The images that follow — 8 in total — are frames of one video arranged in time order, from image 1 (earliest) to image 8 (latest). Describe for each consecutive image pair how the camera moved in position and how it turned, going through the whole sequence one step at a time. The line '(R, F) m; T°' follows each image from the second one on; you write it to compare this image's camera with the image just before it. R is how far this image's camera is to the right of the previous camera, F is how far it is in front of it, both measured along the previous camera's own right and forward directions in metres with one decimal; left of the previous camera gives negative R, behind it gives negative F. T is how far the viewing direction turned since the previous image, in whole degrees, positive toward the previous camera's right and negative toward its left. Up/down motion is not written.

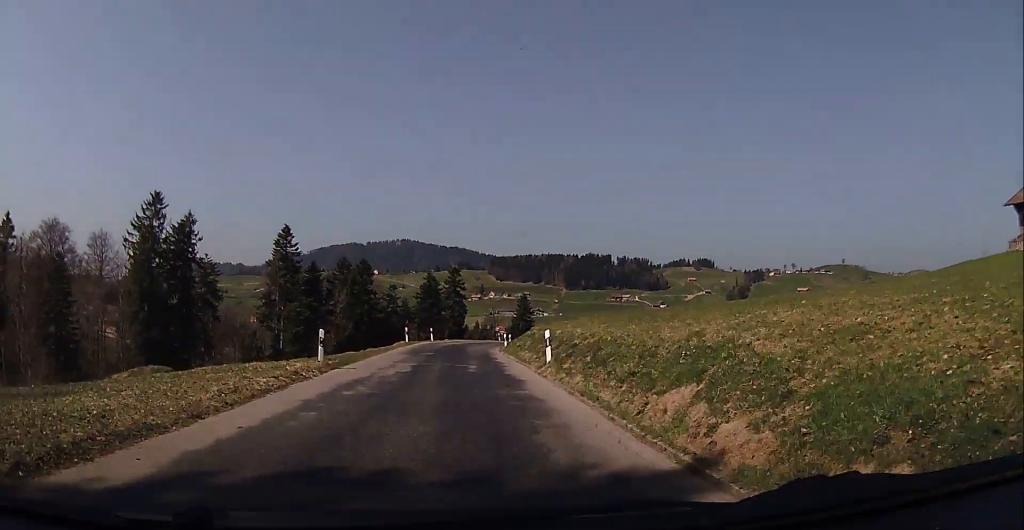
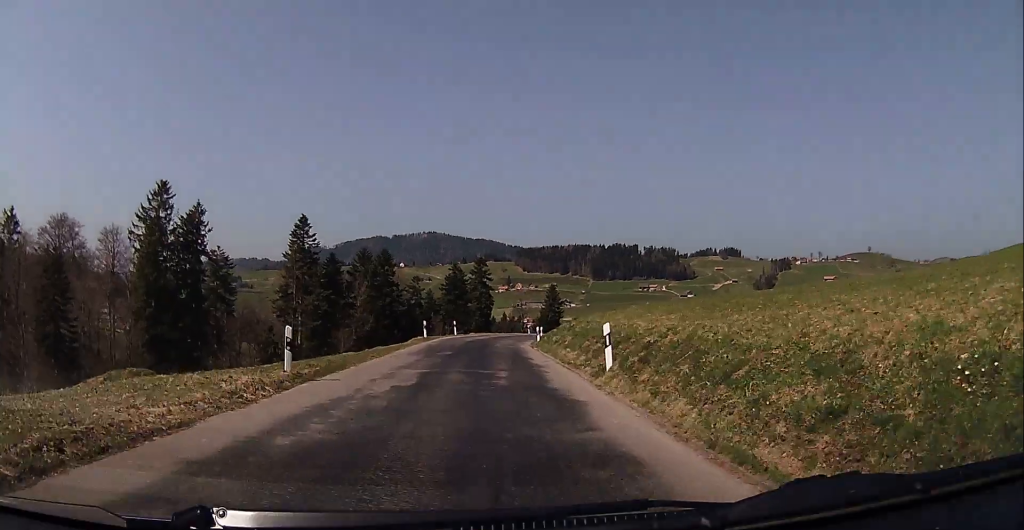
(-0.1, +5.7) m; -3°
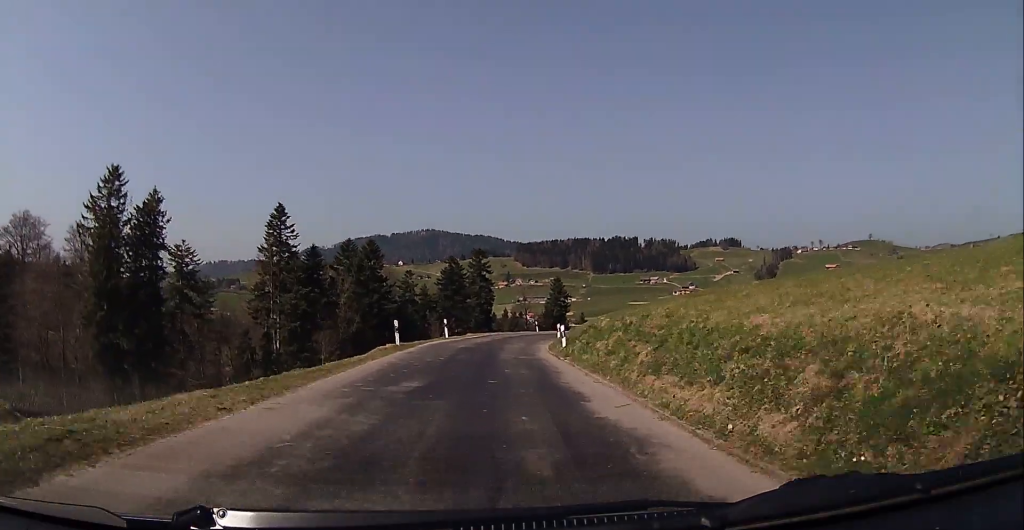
(-0.6, +12.6) m; -5°
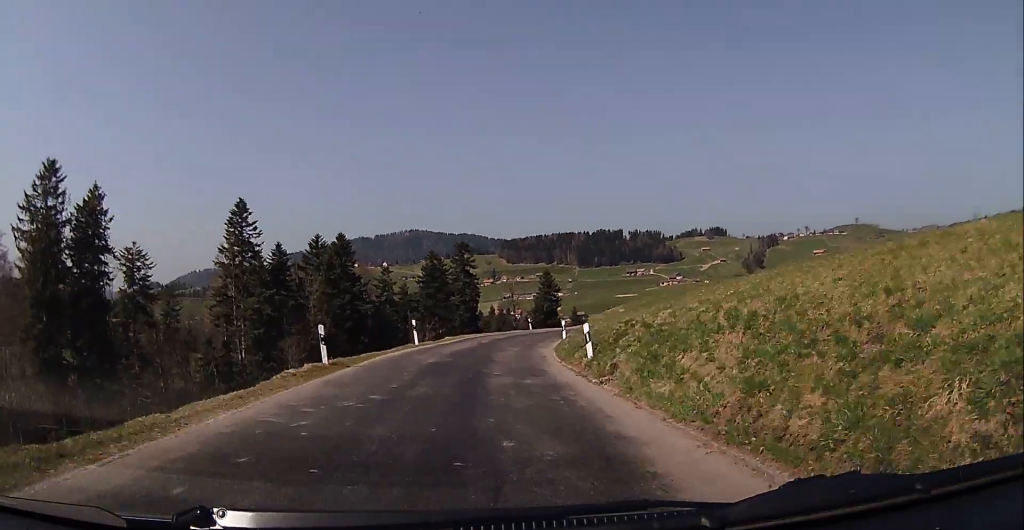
(-0.3, +9.8) m; -3°
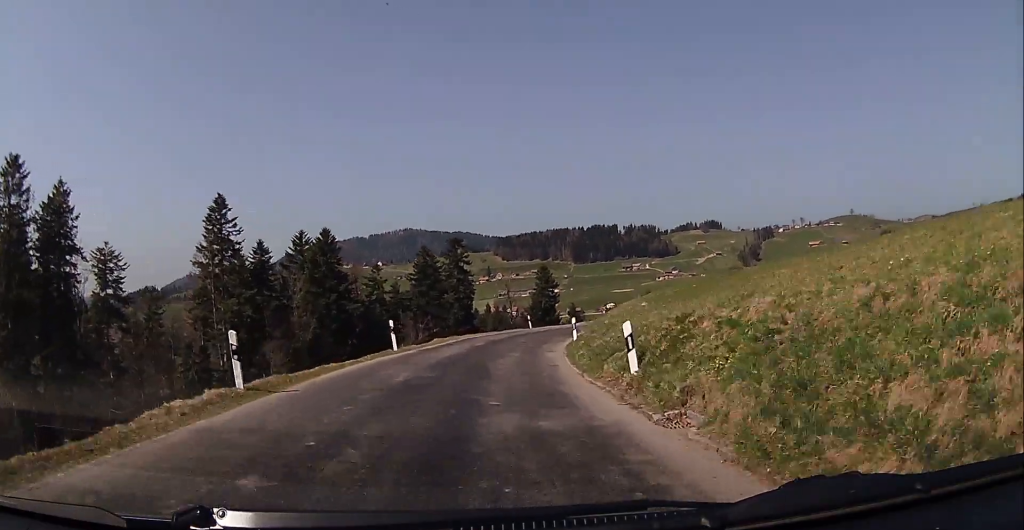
(-0.1, +5.4) m; -1°
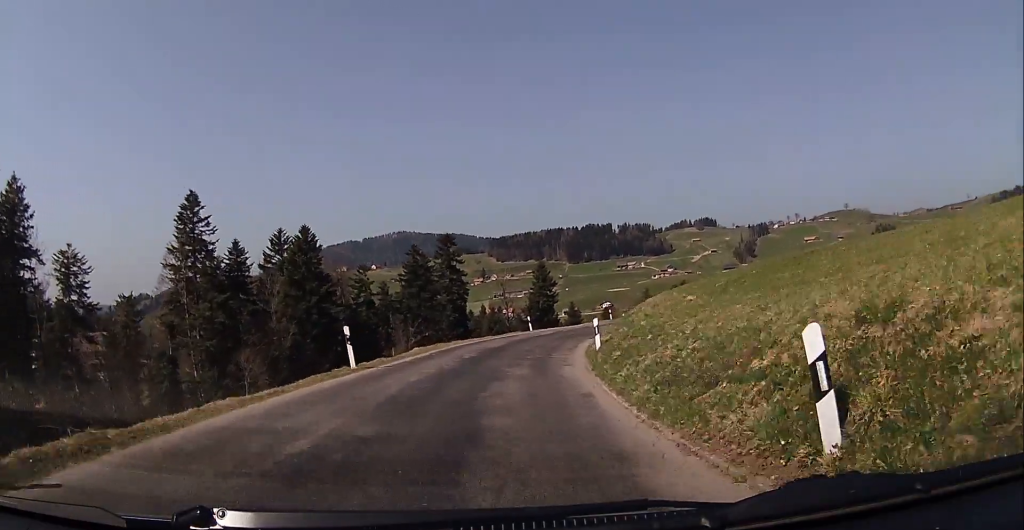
(-0.1, +6.4) m; -1°
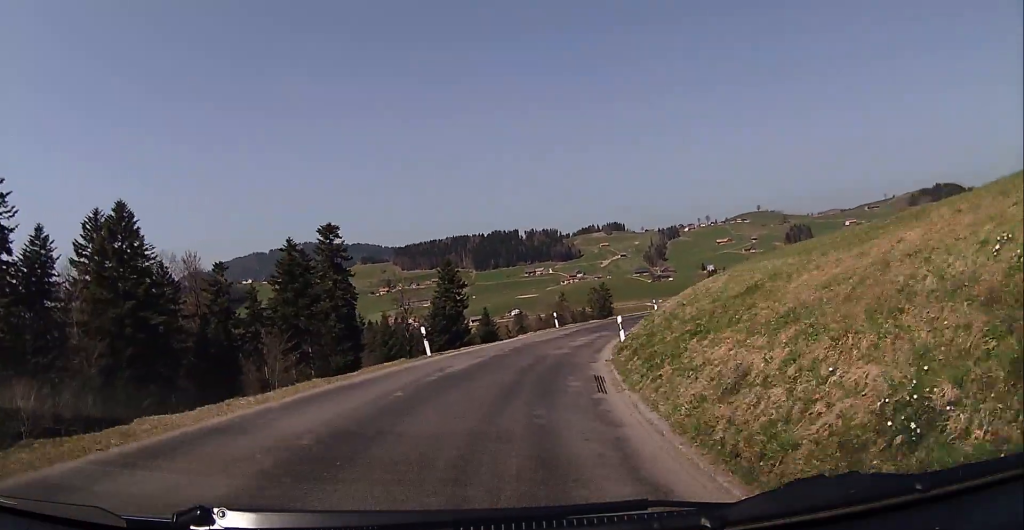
(+1.1, +22.8) m; +6°
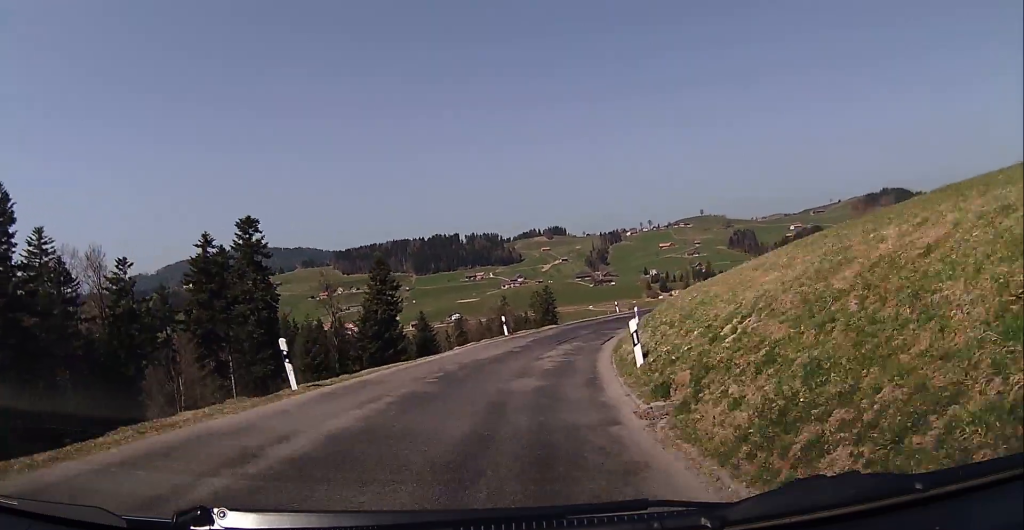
(+0.1, +9.4) m; +2°
